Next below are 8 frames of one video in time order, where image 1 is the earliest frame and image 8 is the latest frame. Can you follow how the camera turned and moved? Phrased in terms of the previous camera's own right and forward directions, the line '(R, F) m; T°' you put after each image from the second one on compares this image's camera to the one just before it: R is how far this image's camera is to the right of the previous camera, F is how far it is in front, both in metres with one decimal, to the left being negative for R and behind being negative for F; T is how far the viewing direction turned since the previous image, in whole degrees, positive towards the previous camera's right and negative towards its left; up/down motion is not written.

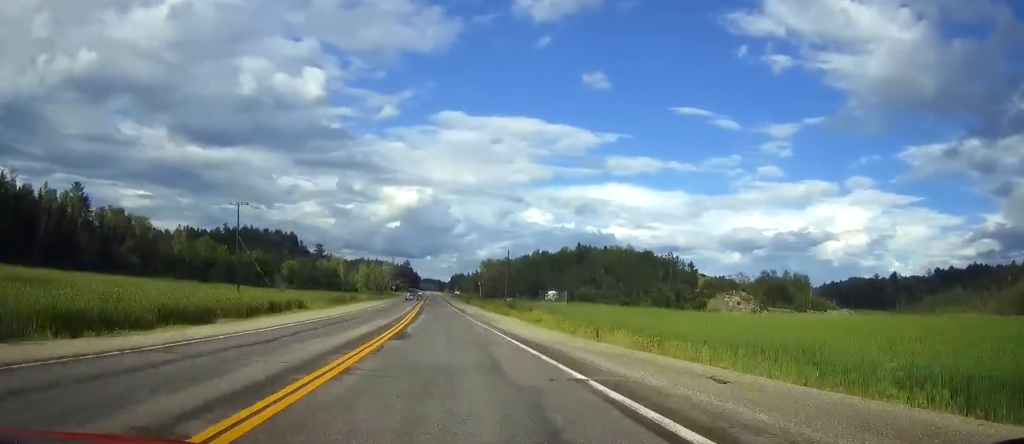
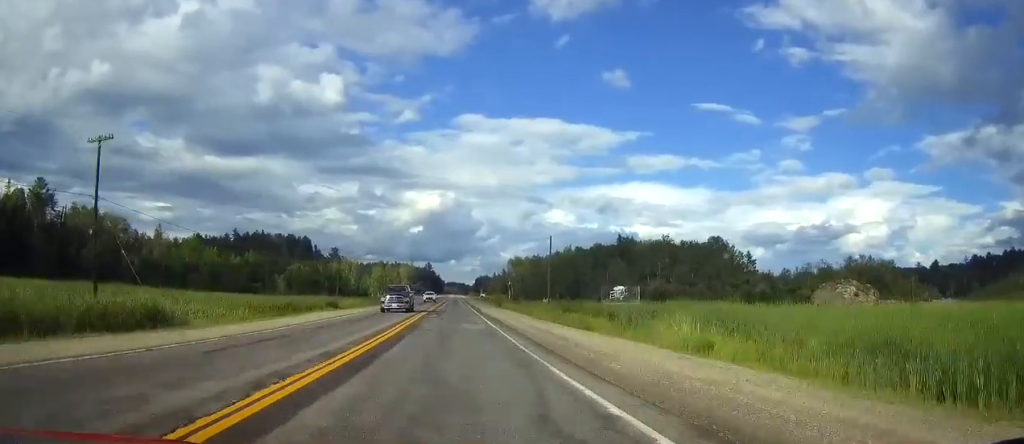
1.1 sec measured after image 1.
(-0.6, +35.0) m; -1°
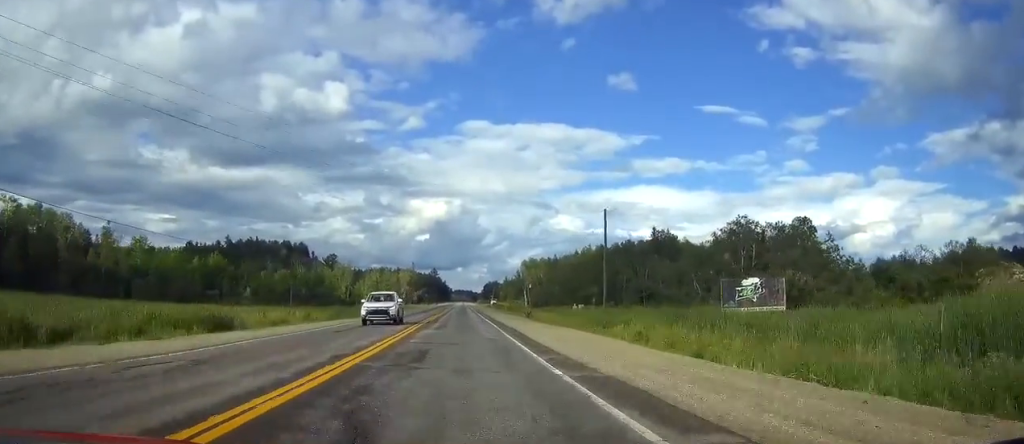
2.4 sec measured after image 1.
(-0.3, +39.2) m; -1°
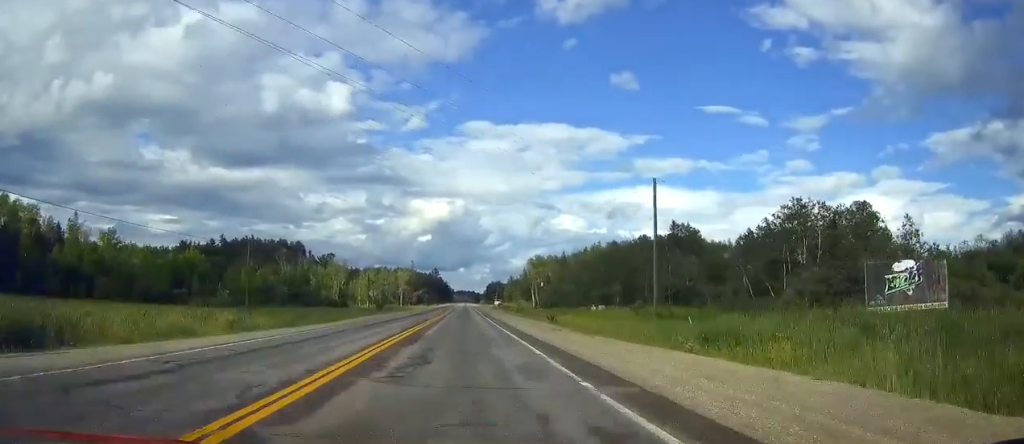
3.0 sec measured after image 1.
(0.0, +19.5) m; 0°
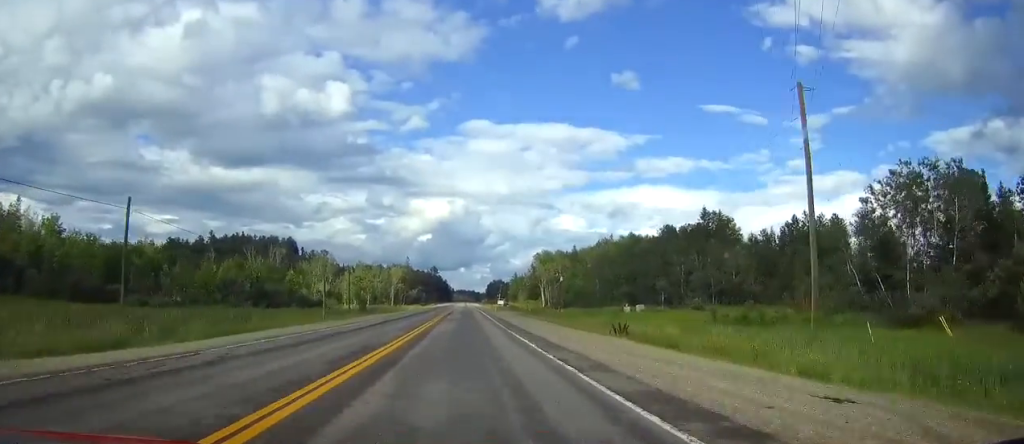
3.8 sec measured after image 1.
(0.0, +27.1) m; 0°
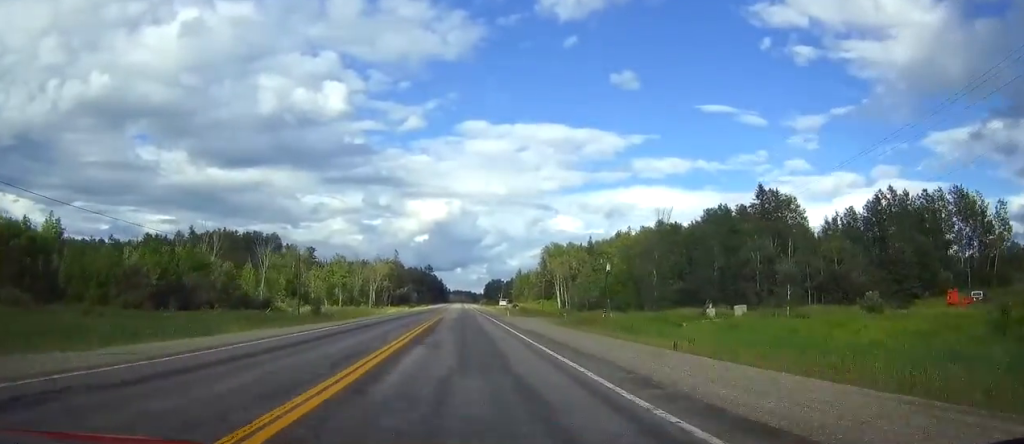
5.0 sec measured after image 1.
(+0.1, +37.8) m; 0°
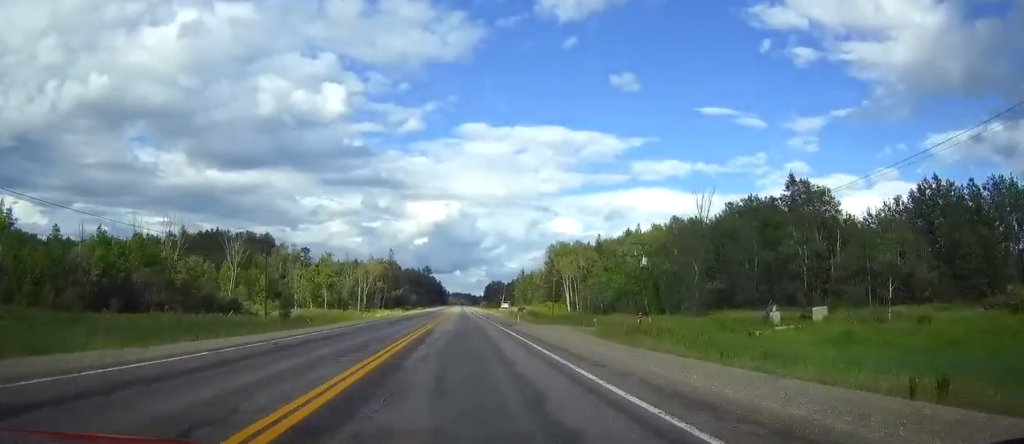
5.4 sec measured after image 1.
(0.0, +15.0) m; 0°
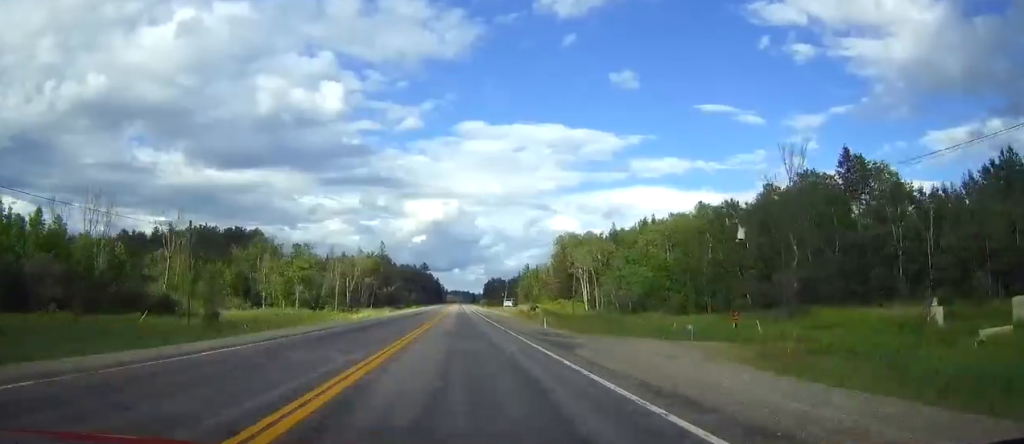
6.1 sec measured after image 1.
(0.0, +21.5) m; 0°
